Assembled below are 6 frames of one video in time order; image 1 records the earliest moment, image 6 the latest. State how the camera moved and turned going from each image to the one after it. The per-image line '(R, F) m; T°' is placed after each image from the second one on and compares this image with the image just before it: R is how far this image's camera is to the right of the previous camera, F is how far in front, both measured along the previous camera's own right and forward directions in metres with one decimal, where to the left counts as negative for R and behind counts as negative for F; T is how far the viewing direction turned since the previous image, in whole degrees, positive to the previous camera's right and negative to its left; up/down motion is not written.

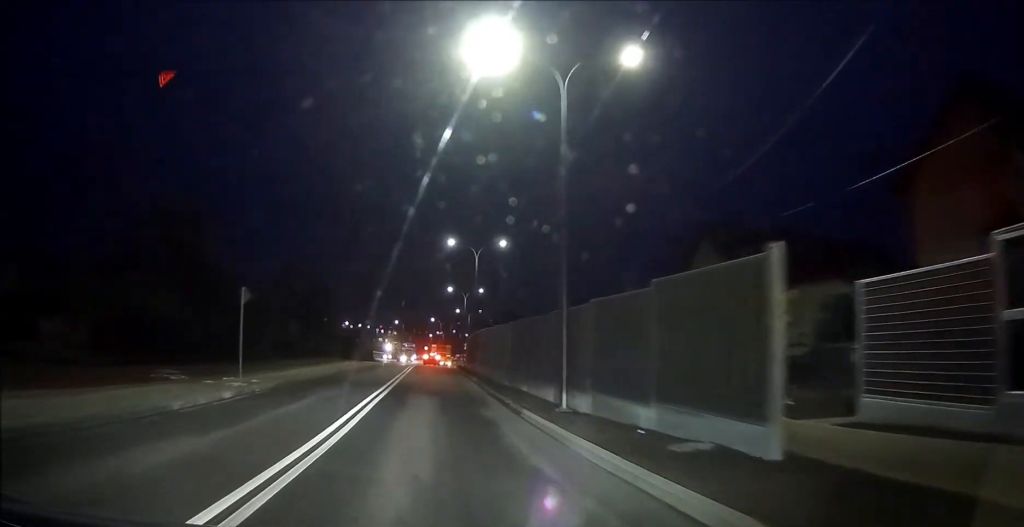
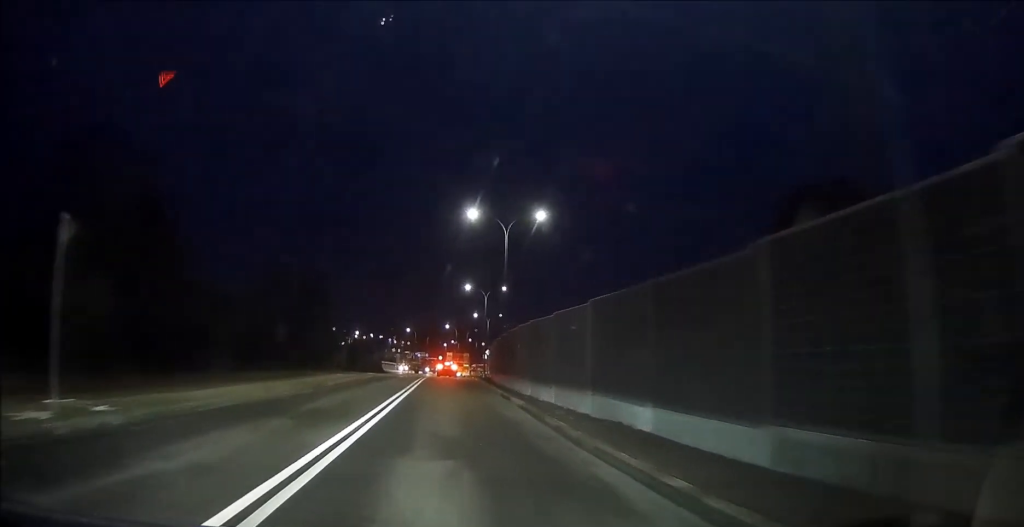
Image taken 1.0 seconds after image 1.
(-0.1, +11.6) m; -1°
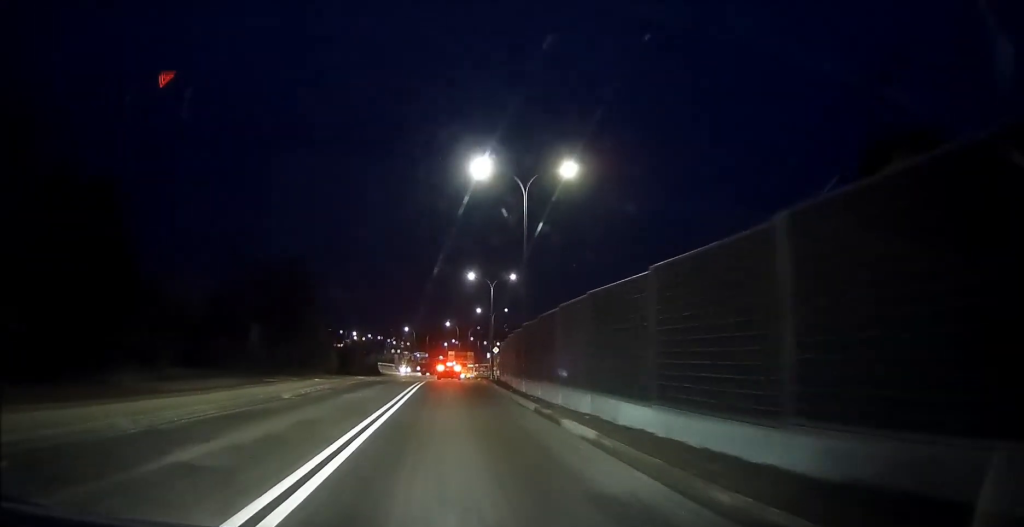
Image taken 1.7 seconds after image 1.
(-0.1, +9.2) m; -1°
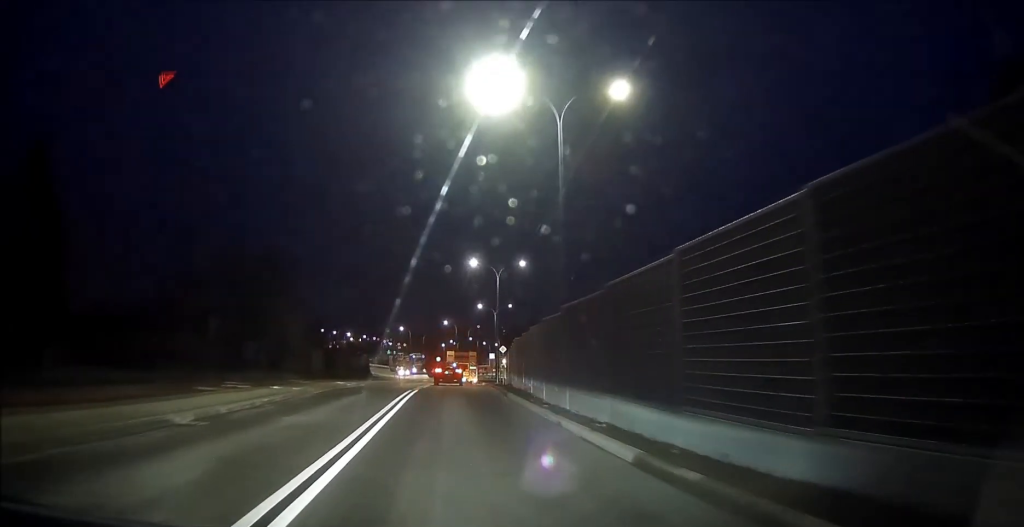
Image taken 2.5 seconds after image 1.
(-0.1, +10.5) m; -1°
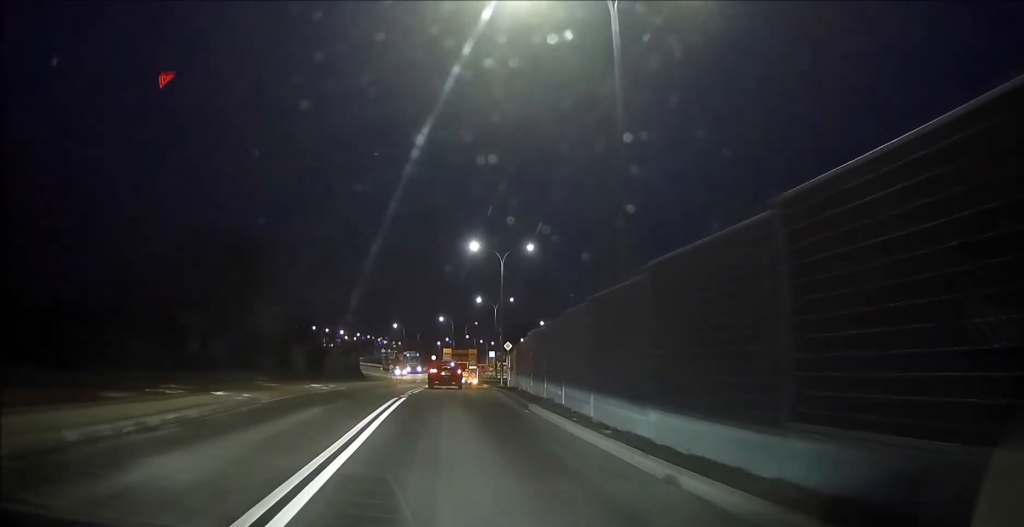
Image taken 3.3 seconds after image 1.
(0.0, +9.3) m; -1°
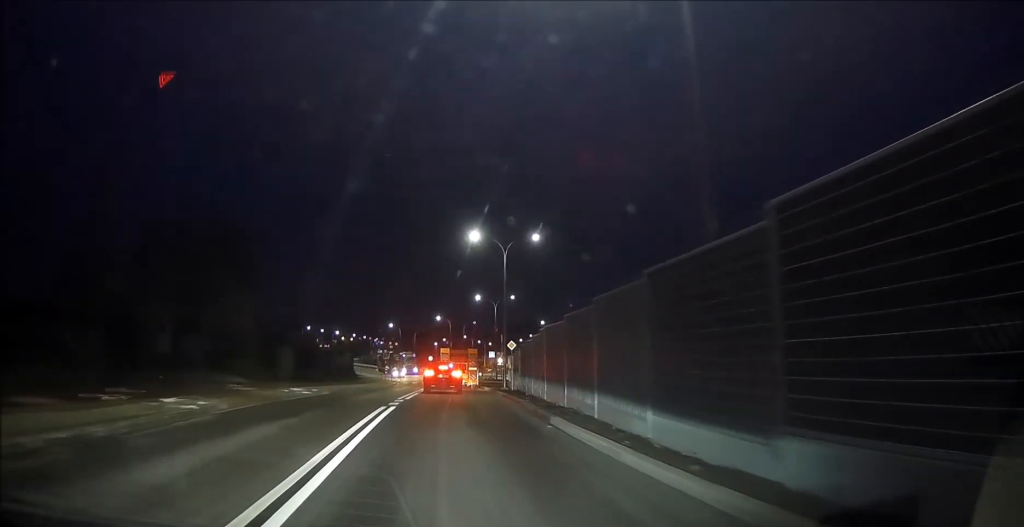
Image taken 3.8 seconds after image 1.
(-0.1, +5.6) m; -1°
